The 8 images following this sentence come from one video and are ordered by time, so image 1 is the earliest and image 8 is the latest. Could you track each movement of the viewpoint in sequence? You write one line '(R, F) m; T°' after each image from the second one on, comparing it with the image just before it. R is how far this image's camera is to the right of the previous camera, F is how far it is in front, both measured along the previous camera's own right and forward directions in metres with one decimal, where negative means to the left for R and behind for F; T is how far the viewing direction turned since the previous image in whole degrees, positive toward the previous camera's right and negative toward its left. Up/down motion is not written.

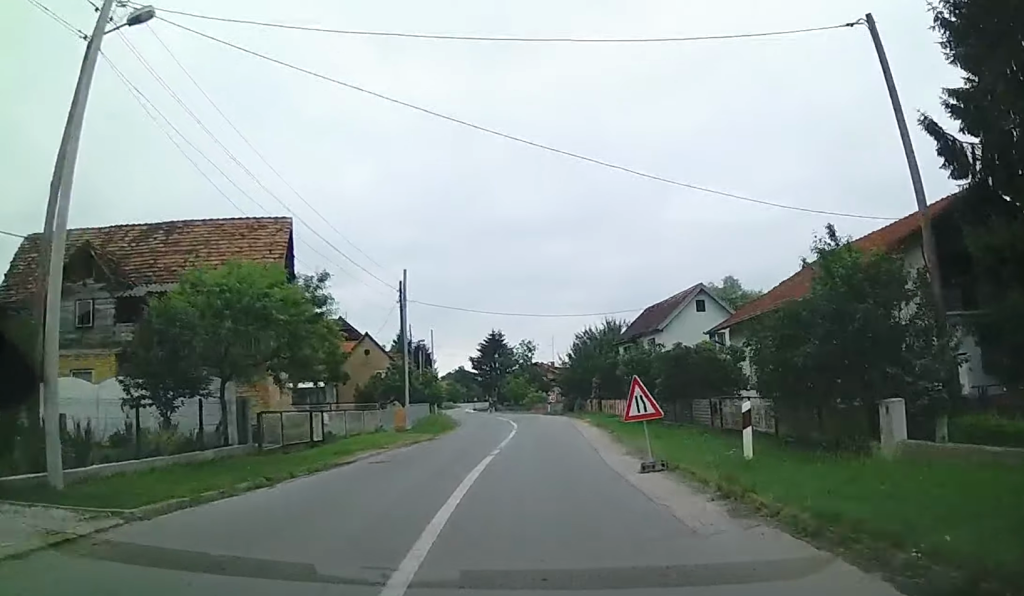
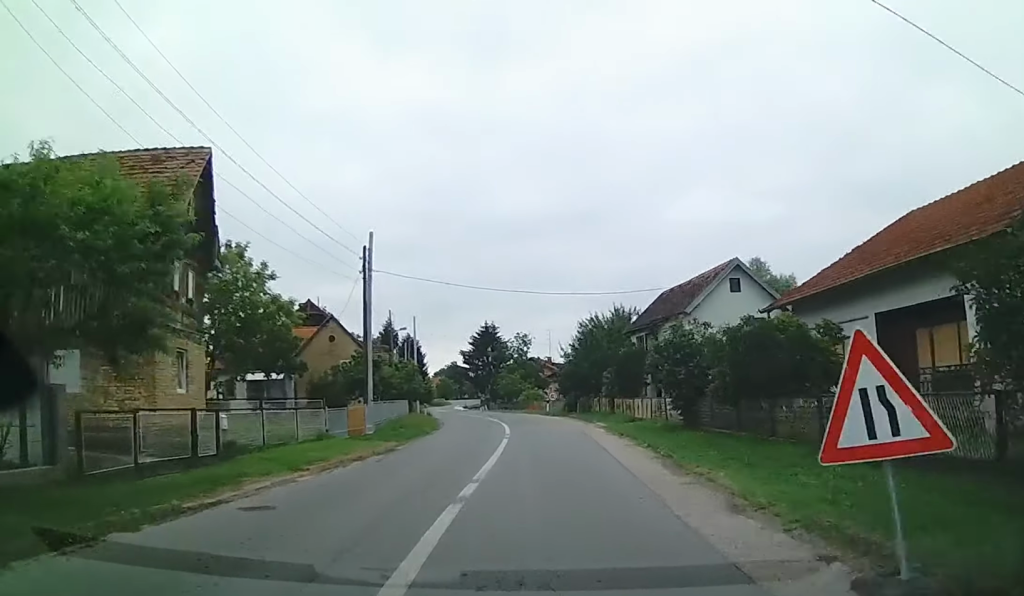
(+0.1, +7.9) m; -1°
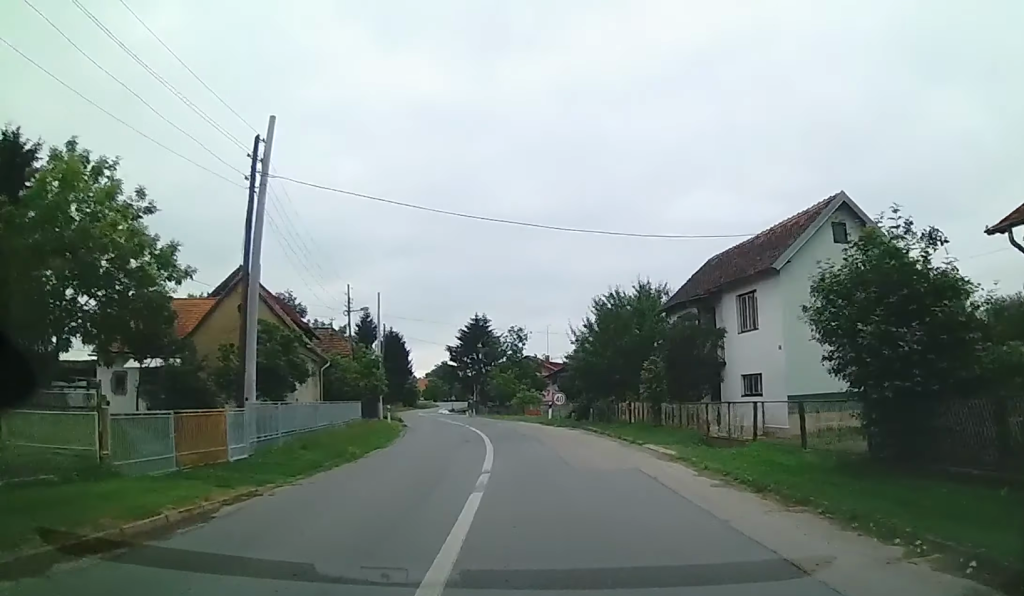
(-0.5, +12.5) m; -2°
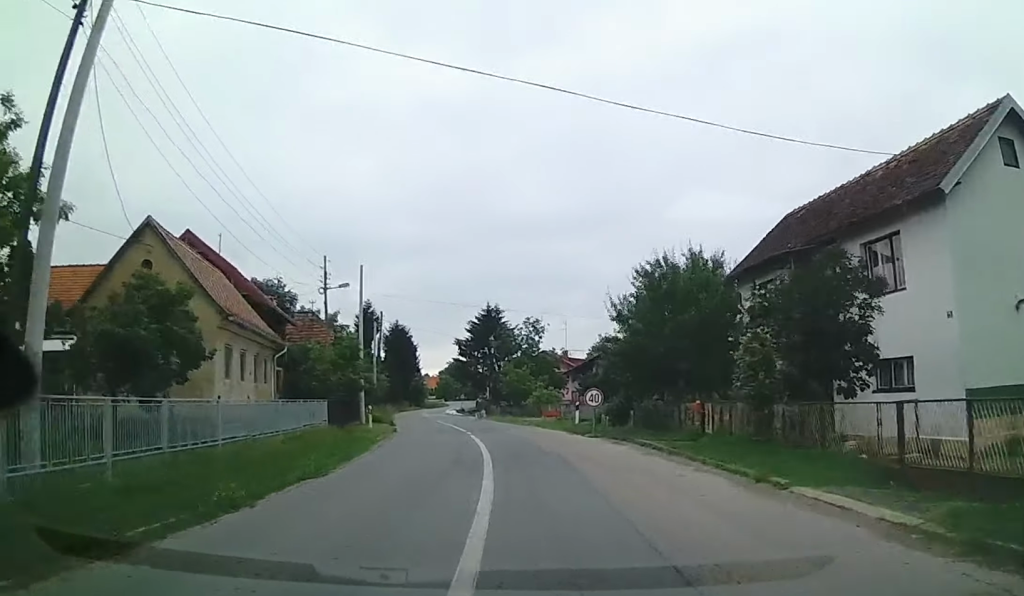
(0.0, +8.5) m; -1°
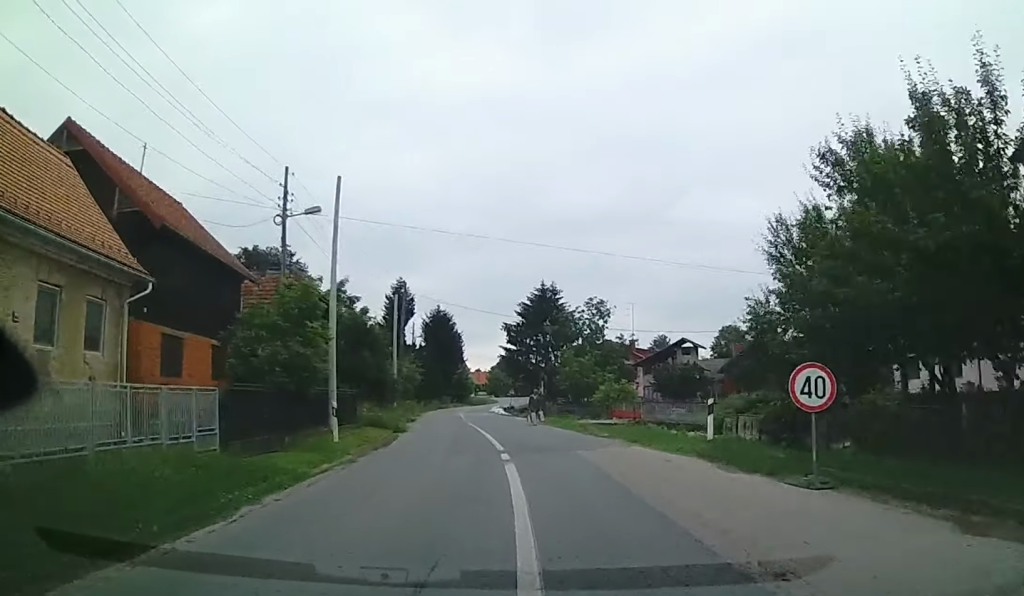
(-0.1, +13.3) m; -4°
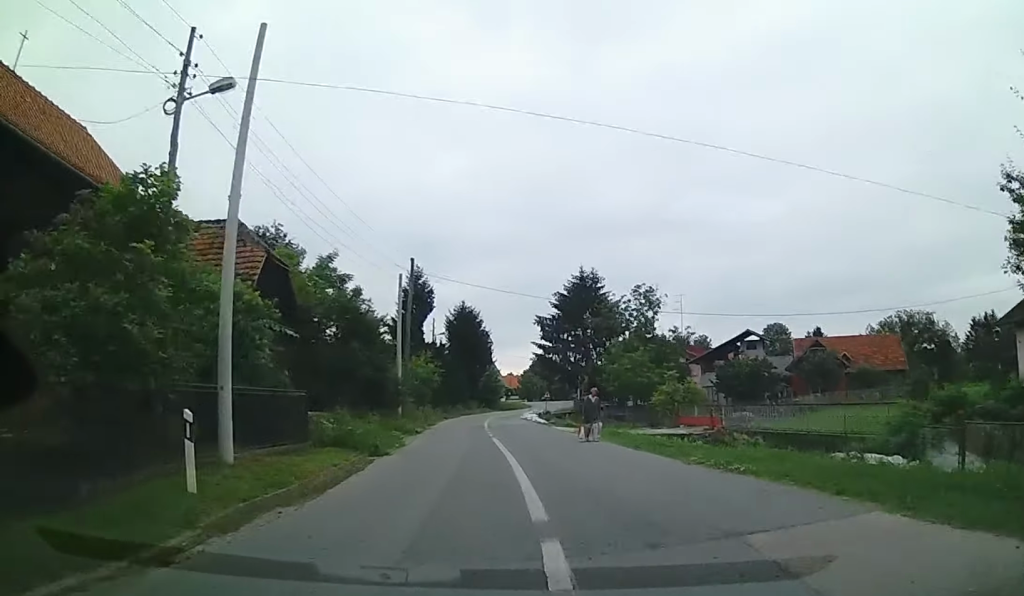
(-0.2, +9.2) m; -3°
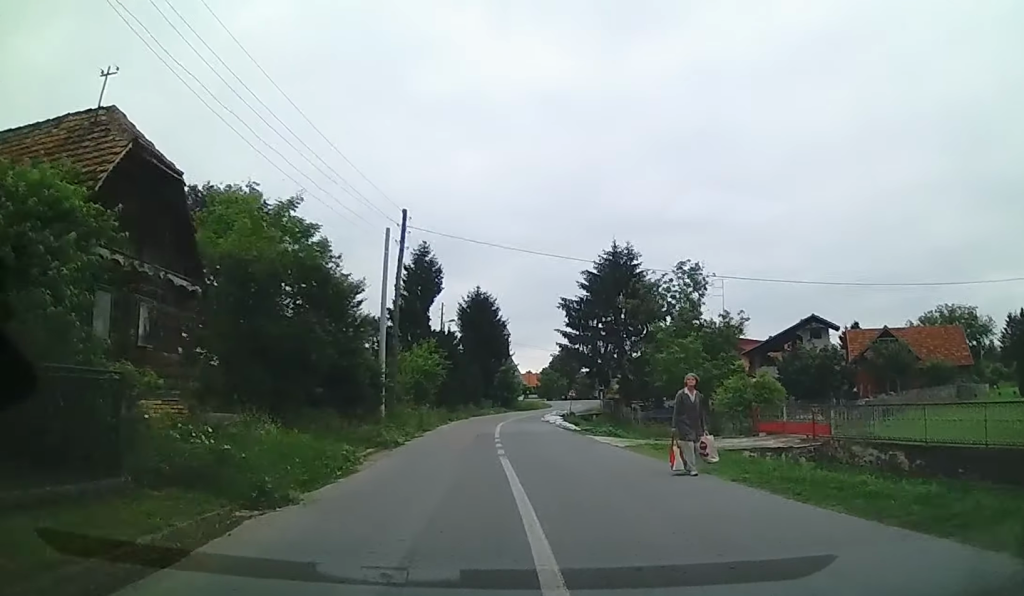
(-0.6, +8.2) m; -2°
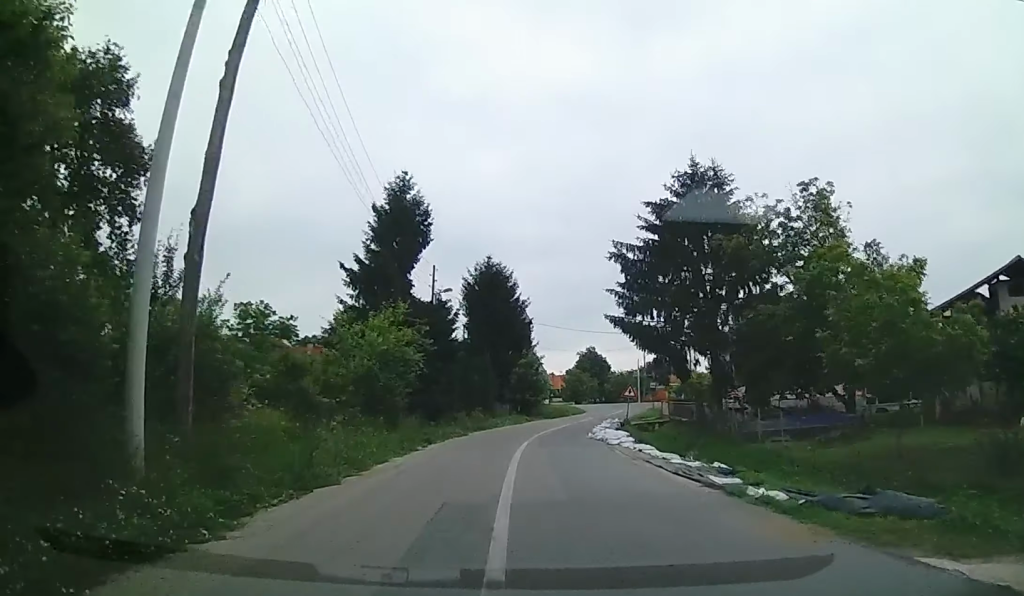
(+0.3, +17.3) m; +1°
